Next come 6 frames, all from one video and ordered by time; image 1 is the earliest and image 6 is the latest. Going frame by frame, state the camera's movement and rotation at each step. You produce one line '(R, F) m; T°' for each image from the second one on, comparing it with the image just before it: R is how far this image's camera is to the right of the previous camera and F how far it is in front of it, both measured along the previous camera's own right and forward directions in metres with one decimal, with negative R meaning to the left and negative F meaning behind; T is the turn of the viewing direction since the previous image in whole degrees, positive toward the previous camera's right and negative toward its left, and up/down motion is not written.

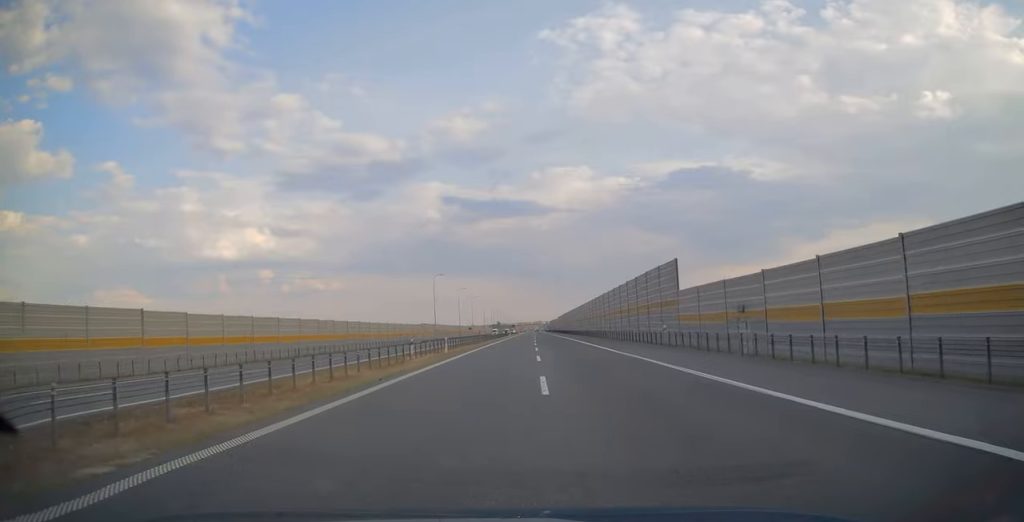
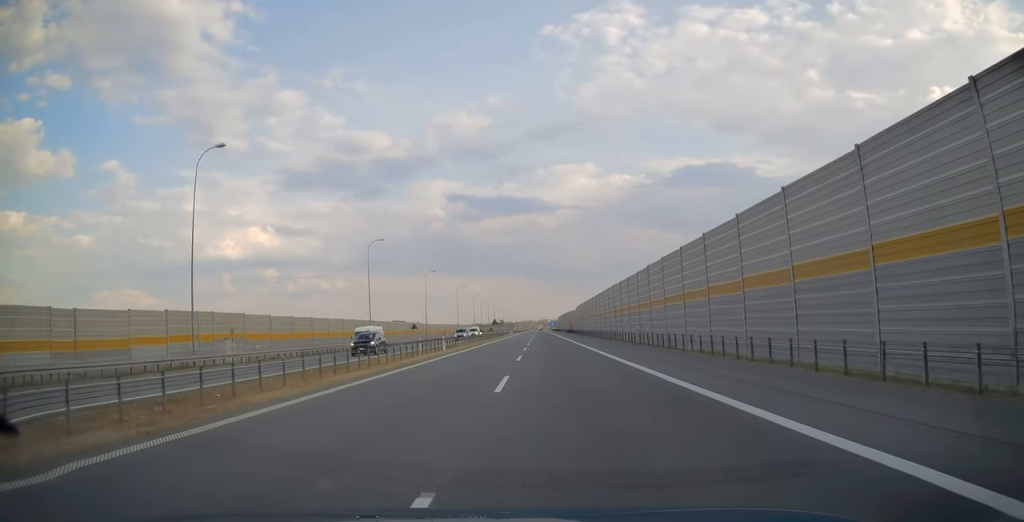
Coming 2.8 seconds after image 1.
(-0.1, +94.9) m; 0°
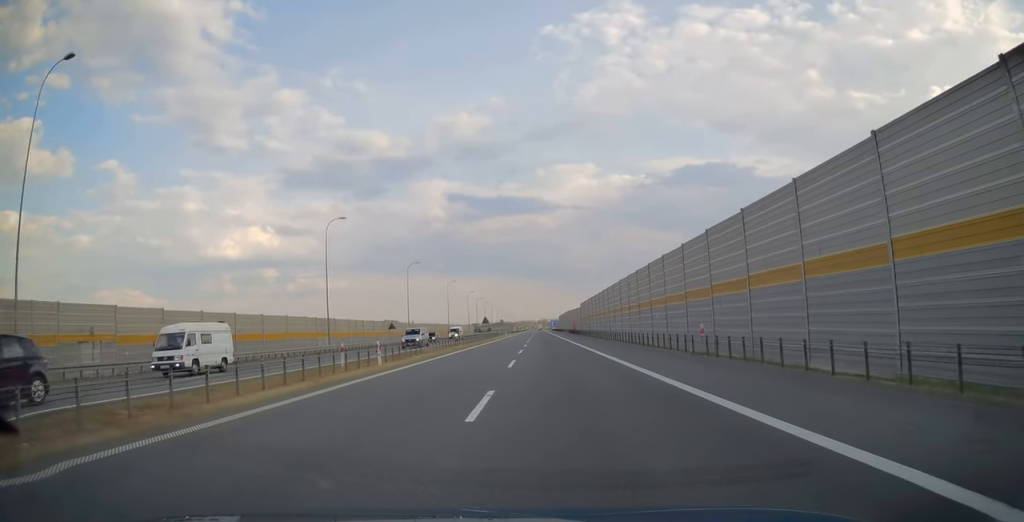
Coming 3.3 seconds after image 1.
(0.0, +16.2) m; 0°
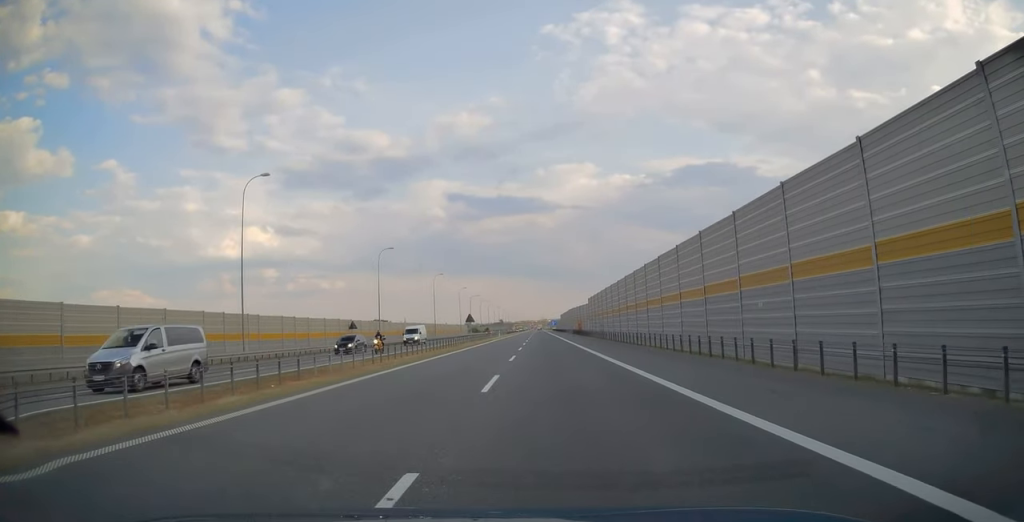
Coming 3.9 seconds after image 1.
(0.0, +19.5) m; 0°
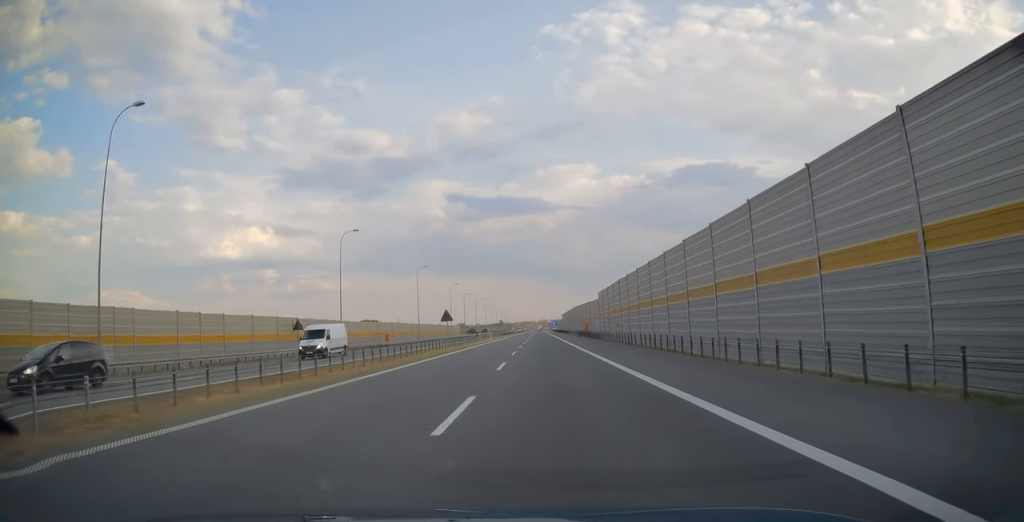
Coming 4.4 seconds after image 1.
(0.0, +17.3) m; 0°
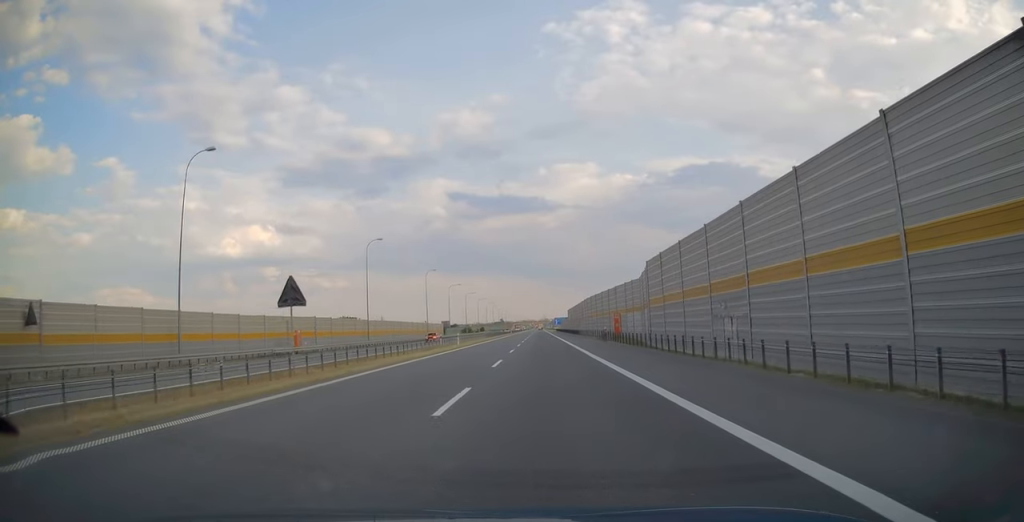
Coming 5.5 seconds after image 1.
(0.0, +34.5) m; 0°
